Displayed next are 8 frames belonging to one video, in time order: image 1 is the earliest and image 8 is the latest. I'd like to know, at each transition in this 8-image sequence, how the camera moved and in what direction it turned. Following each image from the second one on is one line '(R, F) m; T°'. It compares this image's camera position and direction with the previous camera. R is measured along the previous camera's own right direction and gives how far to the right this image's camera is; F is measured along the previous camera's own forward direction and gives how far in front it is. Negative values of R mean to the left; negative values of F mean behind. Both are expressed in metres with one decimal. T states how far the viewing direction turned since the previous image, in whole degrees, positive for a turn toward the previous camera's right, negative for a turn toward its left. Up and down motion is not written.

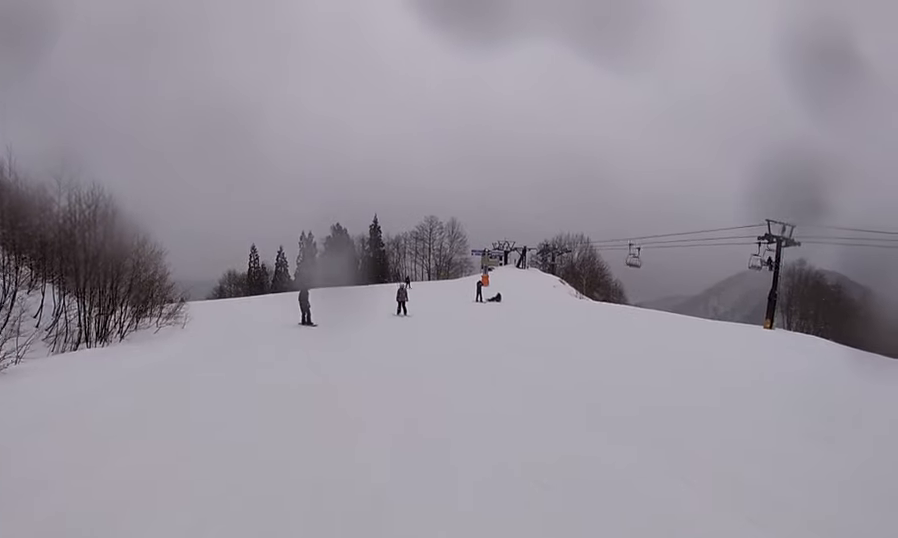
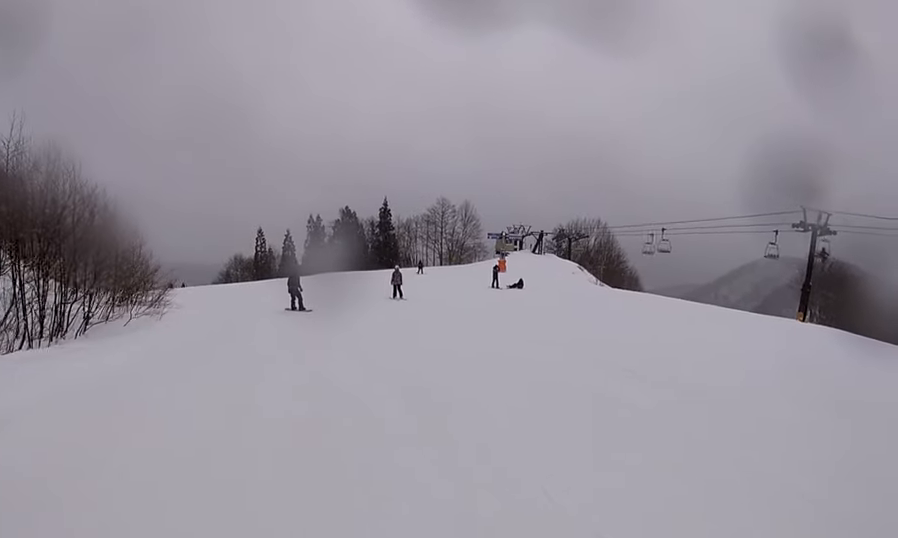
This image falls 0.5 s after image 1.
(0.0, +3.2) m; 0°
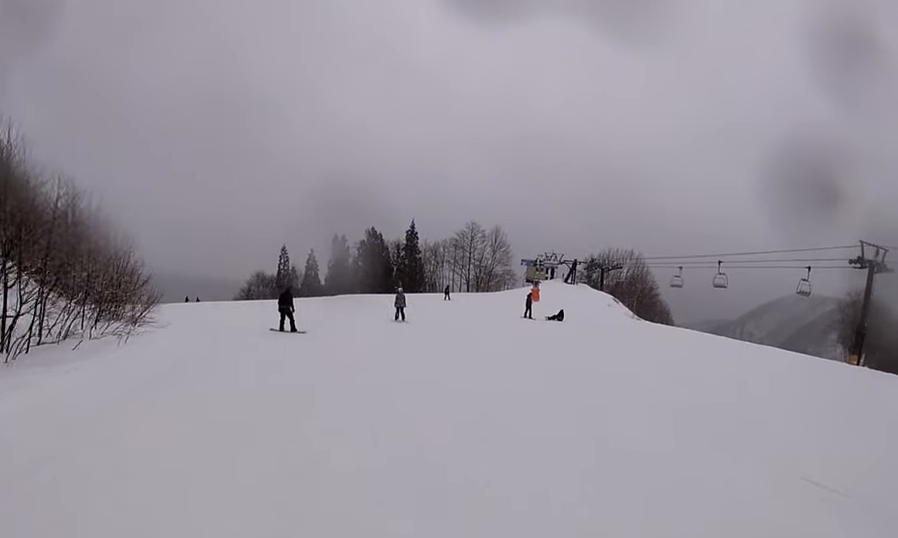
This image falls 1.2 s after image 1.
(0.0, +3.8) m; 0°
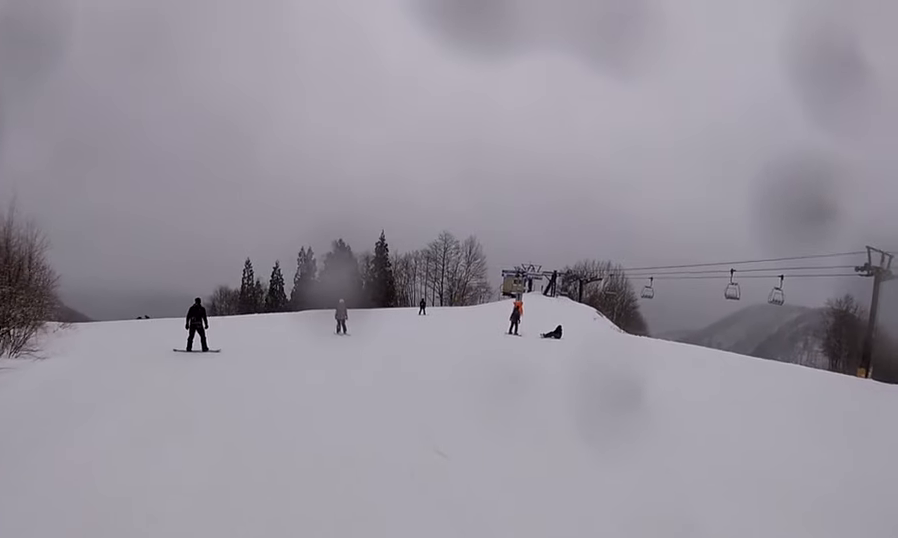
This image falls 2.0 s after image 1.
(0.0, +4.8) m; 0°
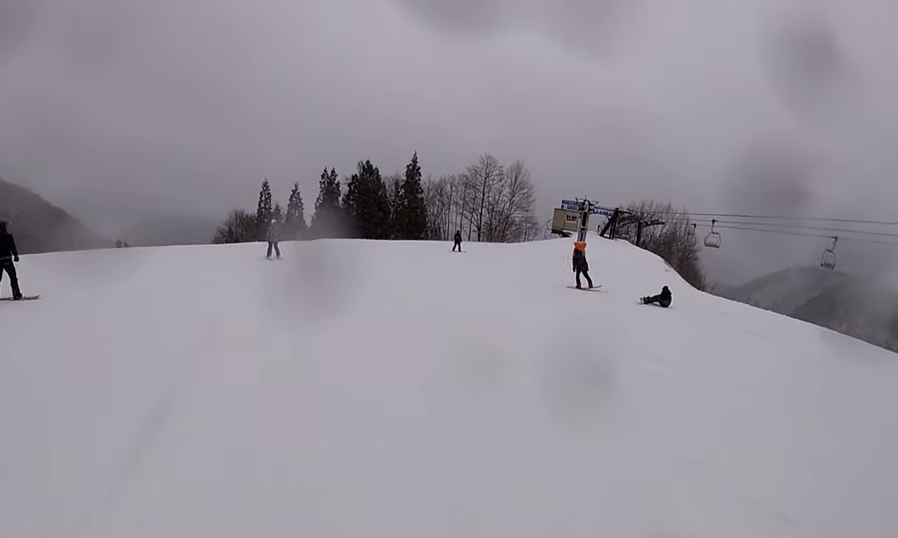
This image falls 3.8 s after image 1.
(0.0, +9.5) m; -10°
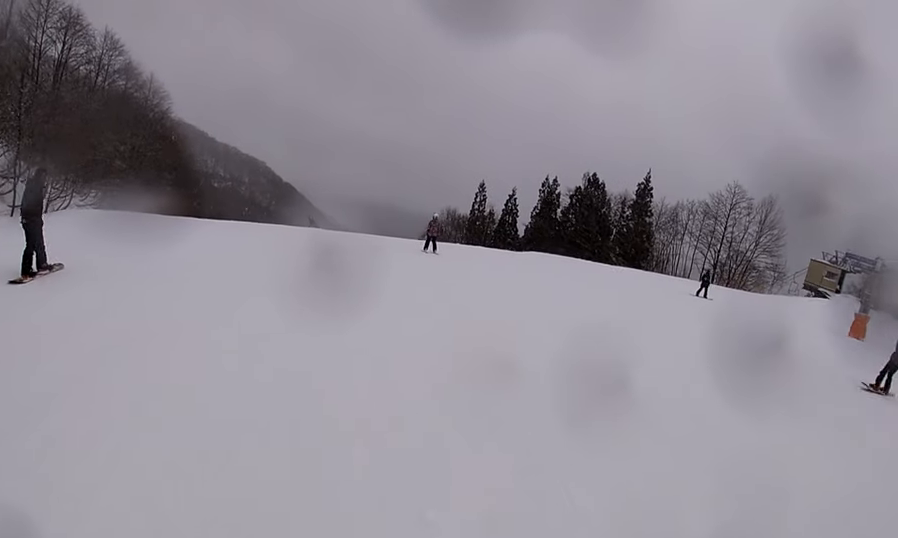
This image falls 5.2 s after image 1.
(-1.6, +6.9) m; -21°
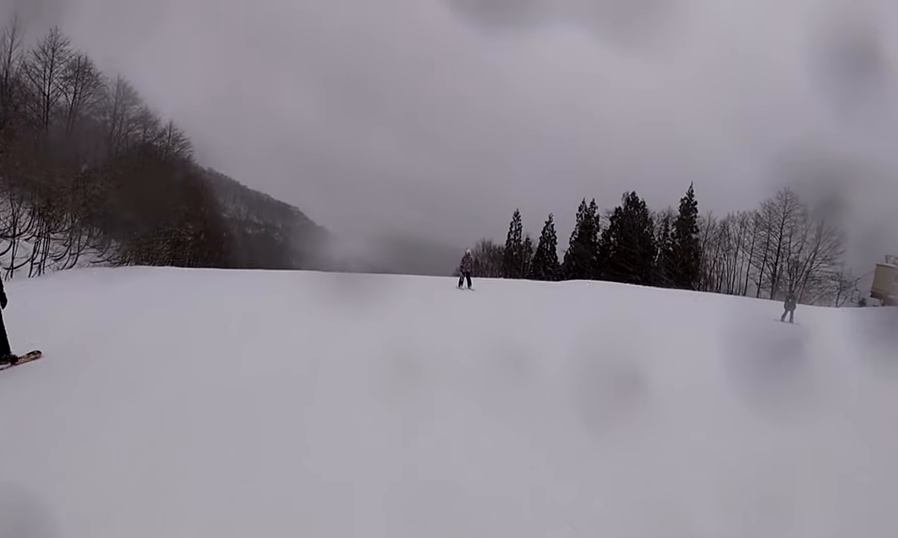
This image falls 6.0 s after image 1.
(-0.1, +3.5) m; -1°
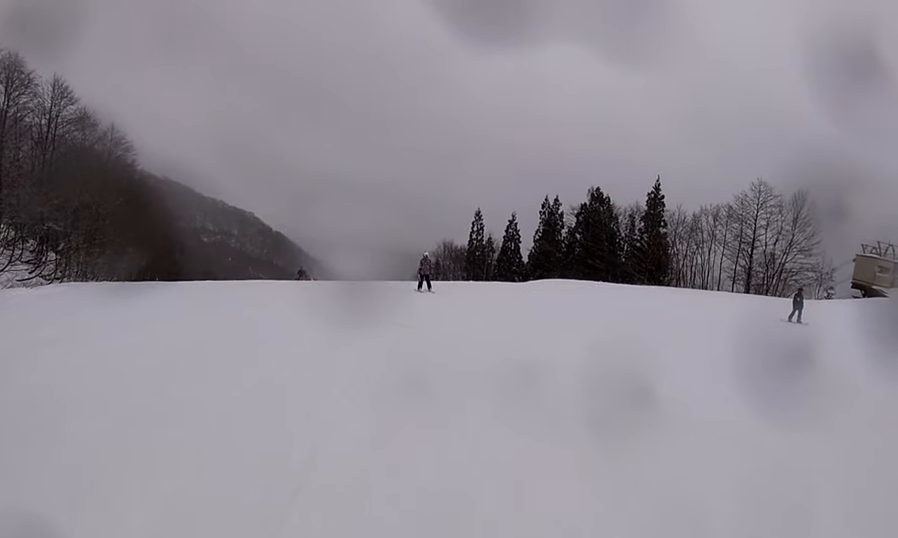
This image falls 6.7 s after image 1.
(0.0, +3.1) m; 0°
